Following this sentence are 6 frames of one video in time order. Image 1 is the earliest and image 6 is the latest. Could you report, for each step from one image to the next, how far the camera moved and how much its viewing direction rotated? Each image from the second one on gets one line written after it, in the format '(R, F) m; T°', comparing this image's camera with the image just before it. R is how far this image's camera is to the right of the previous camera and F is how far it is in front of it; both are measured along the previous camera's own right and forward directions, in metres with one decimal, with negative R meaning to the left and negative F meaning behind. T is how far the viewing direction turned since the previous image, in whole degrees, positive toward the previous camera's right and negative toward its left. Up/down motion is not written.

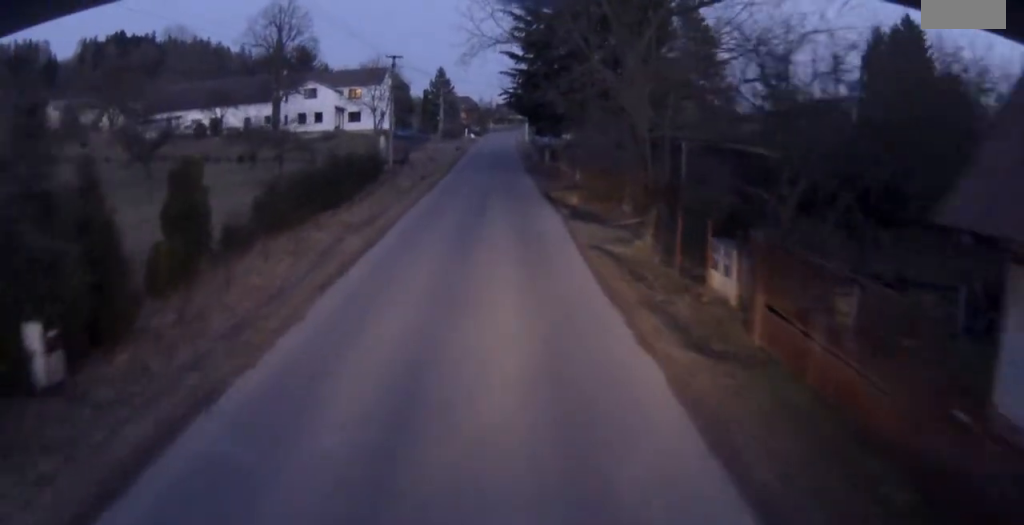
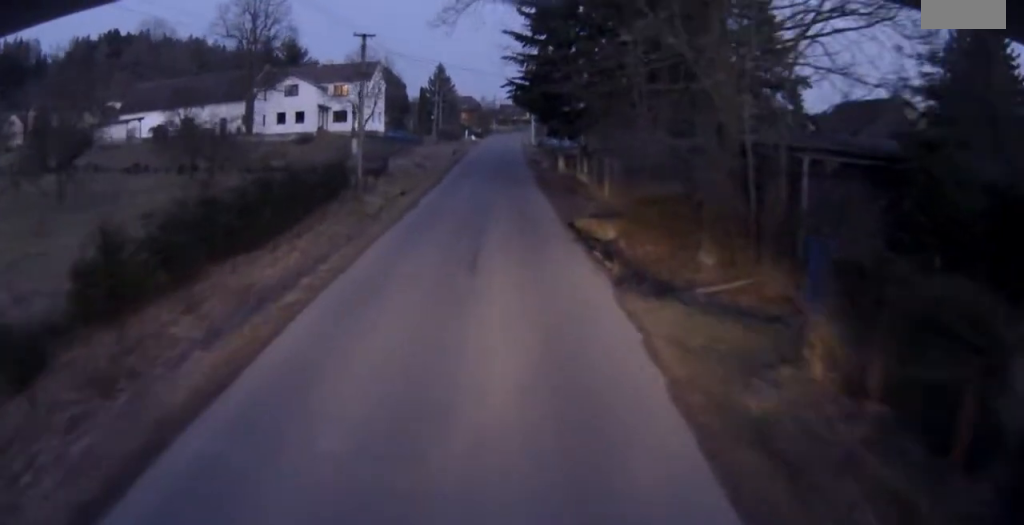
(+0.1, +11.3) m; -1°
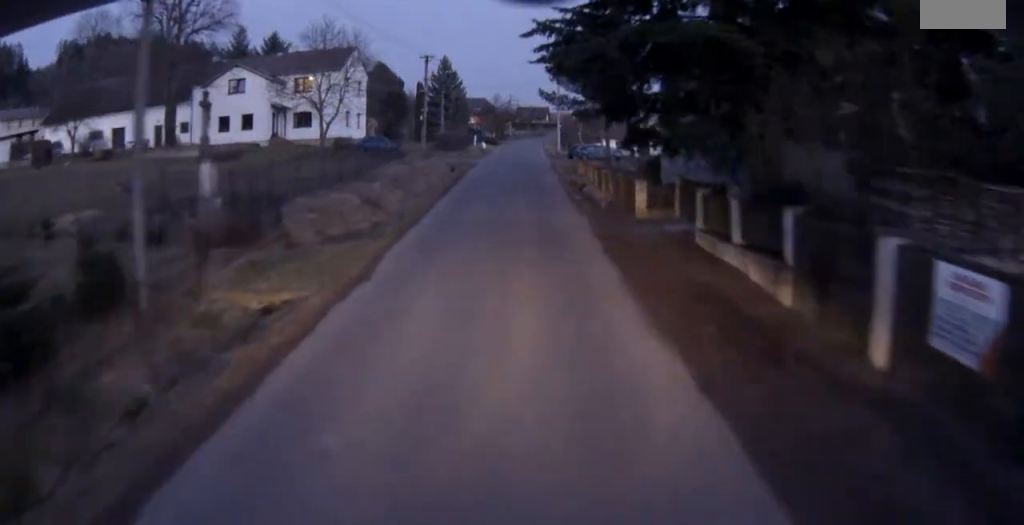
(-0.9, +23.8) m; -4°
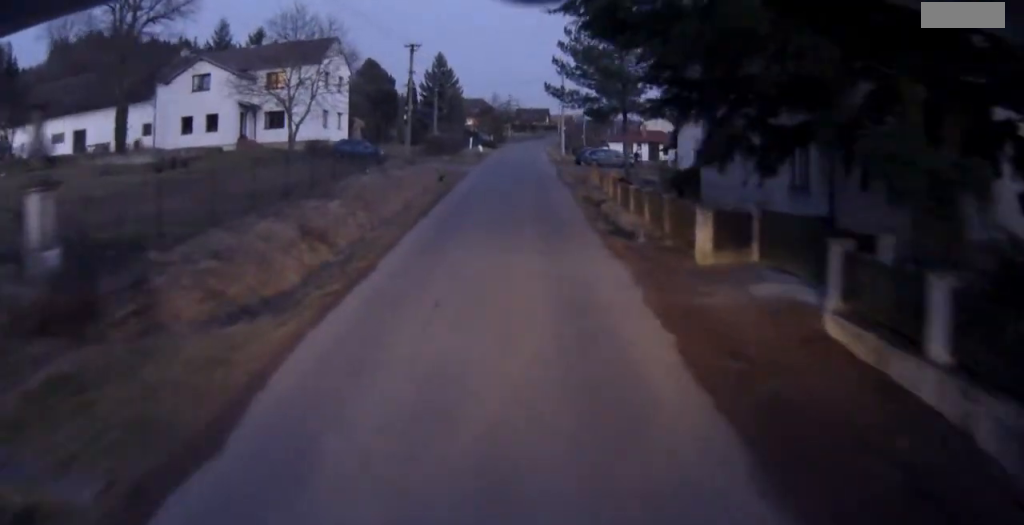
(-0.1, +8.1) m; 0°
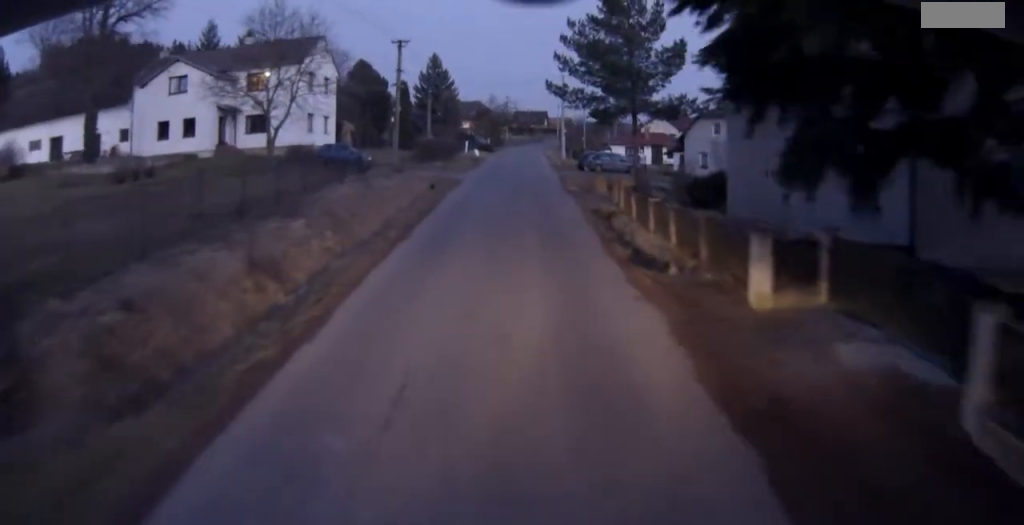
(0.0, +4.0) m; 0°
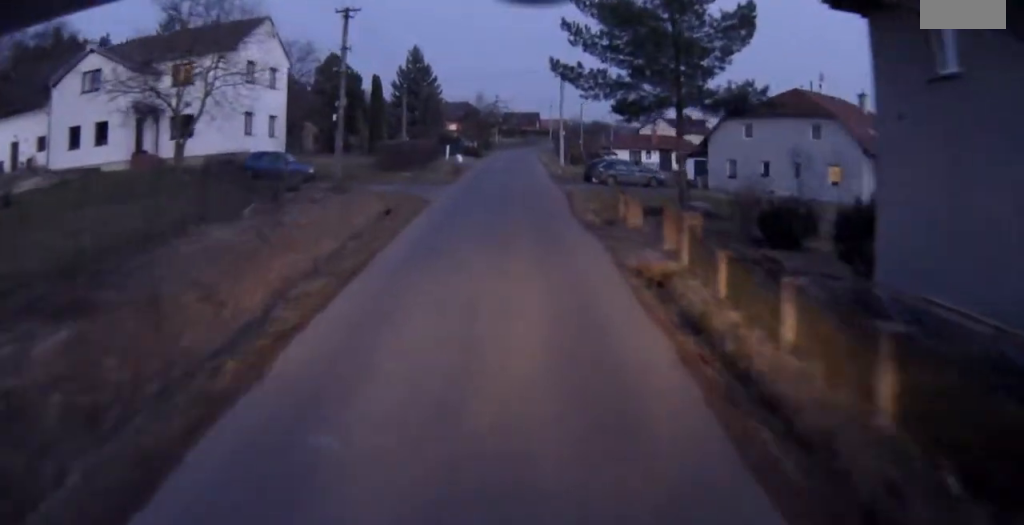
(+0.1, +12.1) m; 0°
